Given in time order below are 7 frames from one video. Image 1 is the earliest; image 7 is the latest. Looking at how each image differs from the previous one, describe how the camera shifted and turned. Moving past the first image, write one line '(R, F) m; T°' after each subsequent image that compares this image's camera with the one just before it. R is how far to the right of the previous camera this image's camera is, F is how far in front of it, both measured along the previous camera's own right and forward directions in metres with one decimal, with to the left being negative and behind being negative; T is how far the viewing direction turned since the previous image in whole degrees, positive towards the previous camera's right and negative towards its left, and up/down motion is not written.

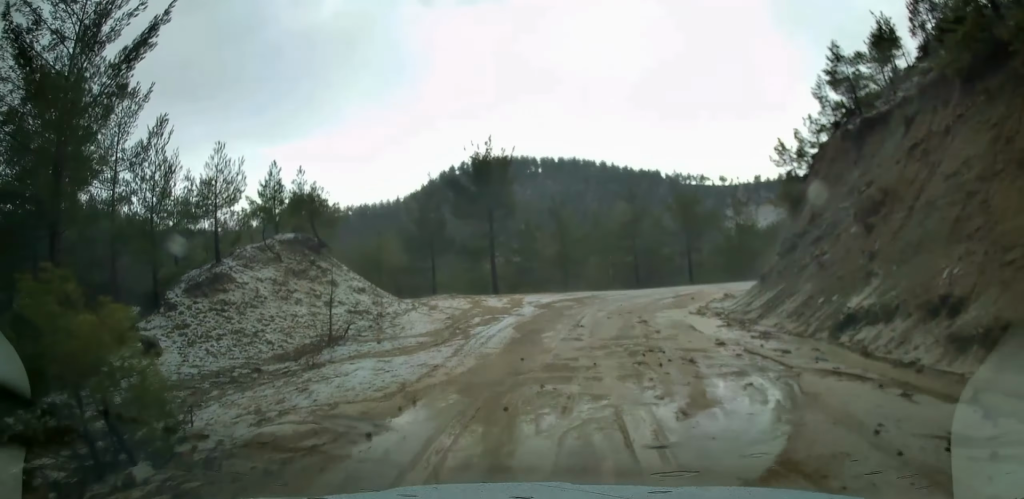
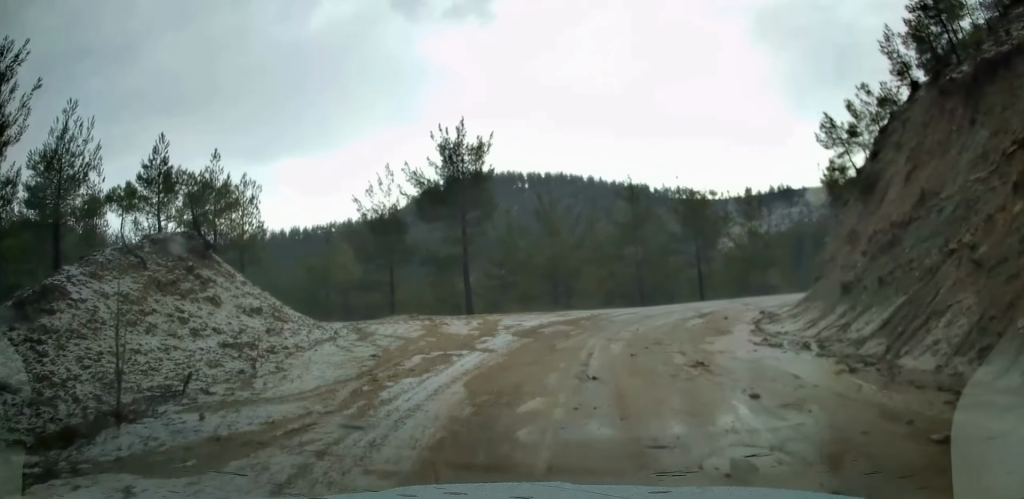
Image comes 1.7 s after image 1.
(-0.1, +8.3) m; -1°
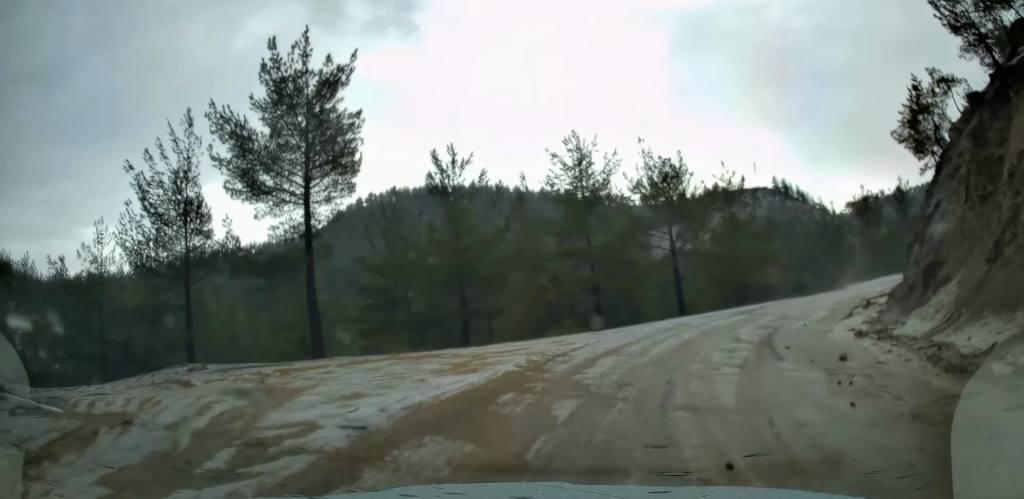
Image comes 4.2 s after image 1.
(+0.7, +14.3) m; +8°
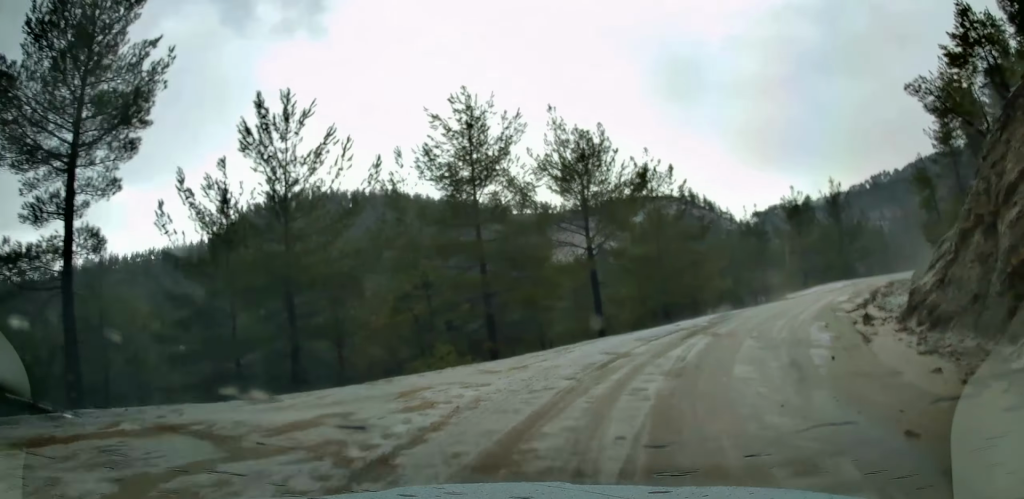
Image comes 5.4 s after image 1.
(+0.3, +7.3) m; +7°
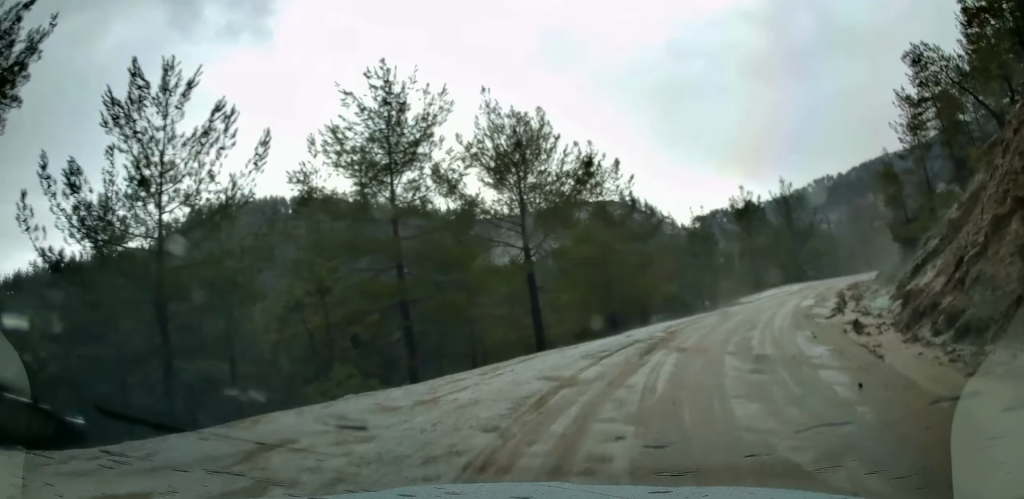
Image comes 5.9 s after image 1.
(+0.1, +3.1) m; +5°
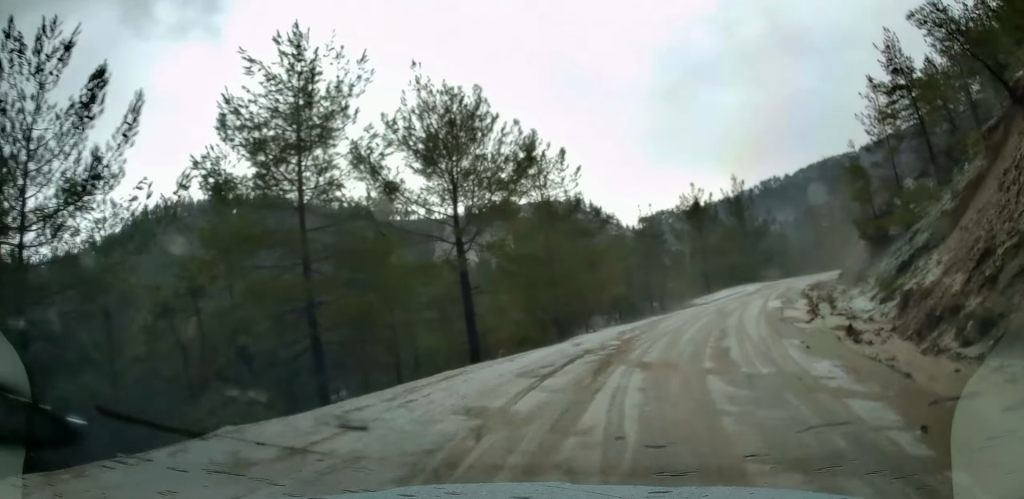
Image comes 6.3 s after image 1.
(0.0, +2.7) m; +5°
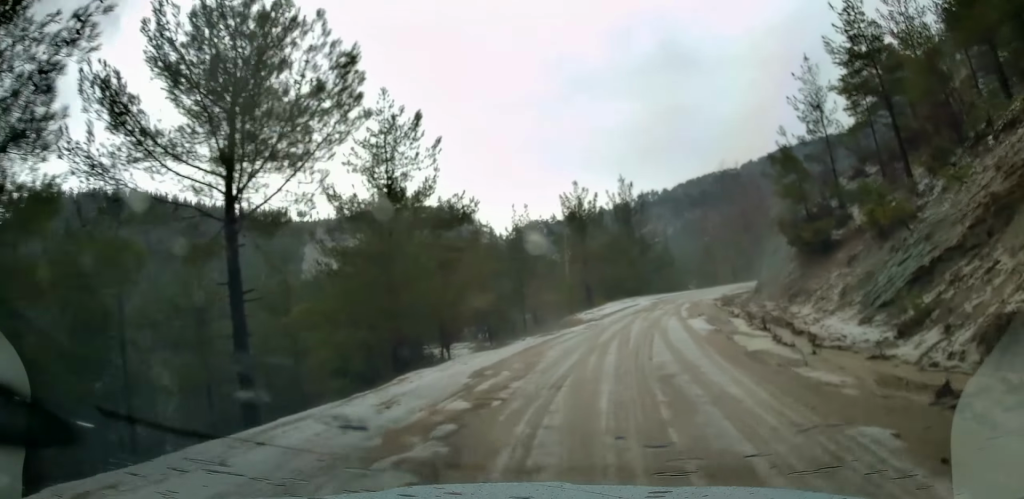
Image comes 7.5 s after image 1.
(+0.9, +7.5) m; +15°
